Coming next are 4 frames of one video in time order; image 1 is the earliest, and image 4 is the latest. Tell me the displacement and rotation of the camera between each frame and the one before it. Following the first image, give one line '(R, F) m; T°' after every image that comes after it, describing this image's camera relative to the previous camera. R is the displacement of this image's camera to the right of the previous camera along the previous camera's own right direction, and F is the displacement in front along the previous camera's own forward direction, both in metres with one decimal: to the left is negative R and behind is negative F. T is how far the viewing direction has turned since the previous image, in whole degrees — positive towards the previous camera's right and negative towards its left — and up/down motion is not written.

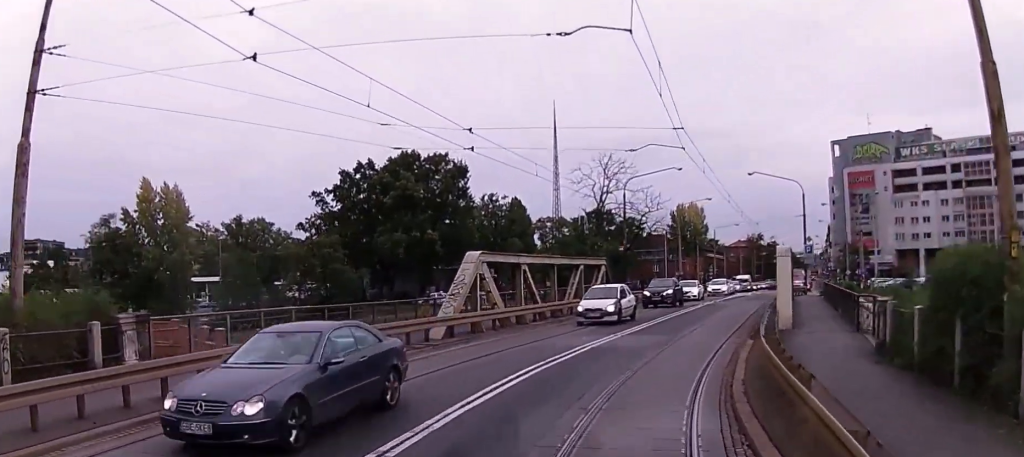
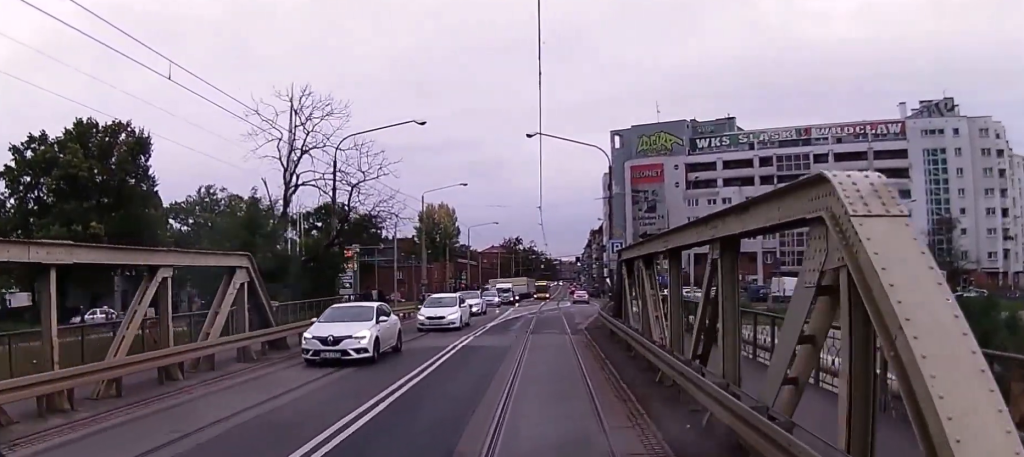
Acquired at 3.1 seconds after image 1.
(+4.6, +19.6) m; +28°
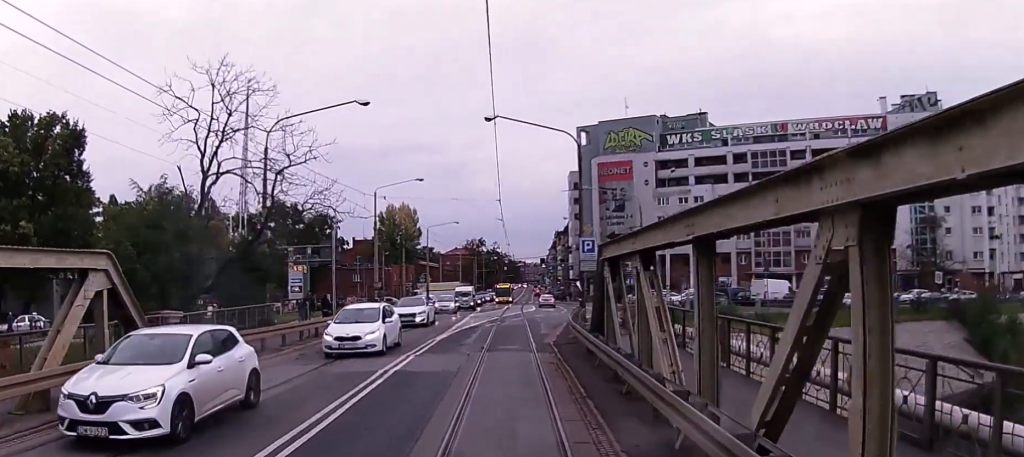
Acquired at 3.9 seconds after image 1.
(+0.5, +4.8) m; +4°
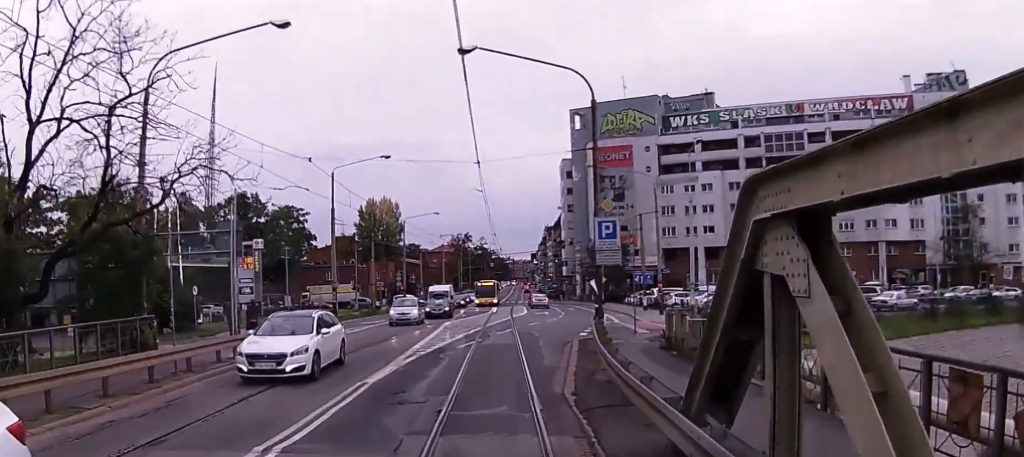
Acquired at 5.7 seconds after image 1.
(-0.4, +10.3) m; -5°
